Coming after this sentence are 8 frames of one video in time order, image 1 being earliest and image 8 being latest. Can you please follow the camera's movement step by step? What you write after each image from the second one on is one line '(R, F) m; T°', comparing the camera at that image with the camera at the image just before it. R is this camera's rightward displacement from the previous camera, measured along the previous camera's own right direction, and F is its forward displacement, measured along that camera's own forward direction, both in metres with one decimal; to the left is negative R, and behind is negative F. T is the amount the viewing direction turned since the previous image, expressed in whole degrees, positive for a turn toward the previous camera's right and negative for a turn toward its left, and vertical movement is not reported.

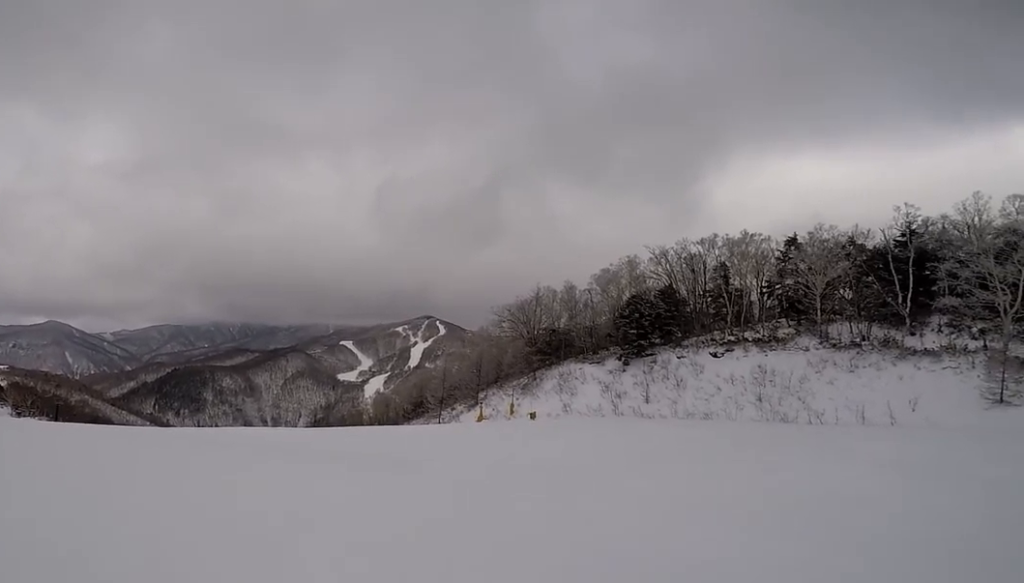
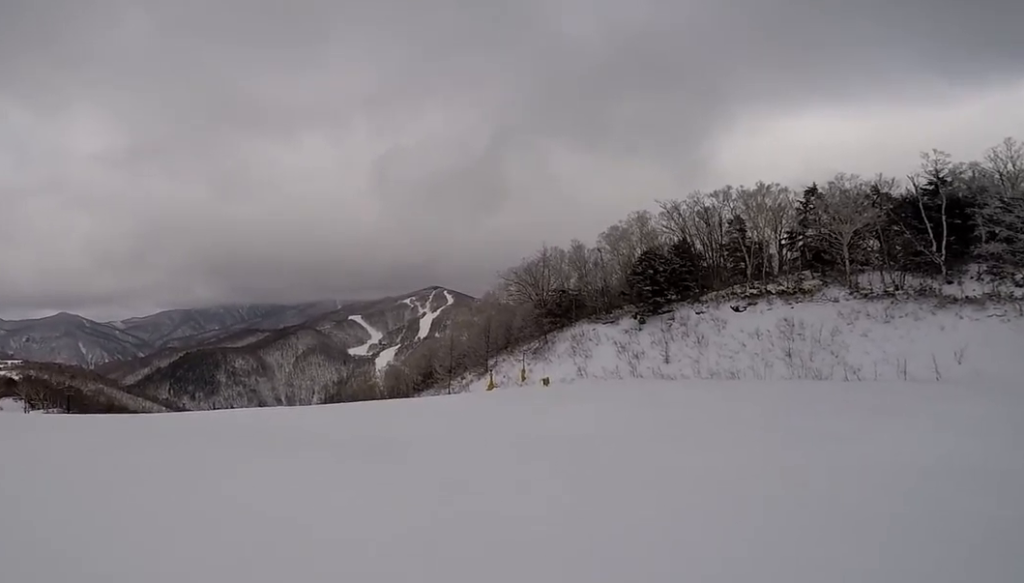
(+0.3, +2.8) m; +6°
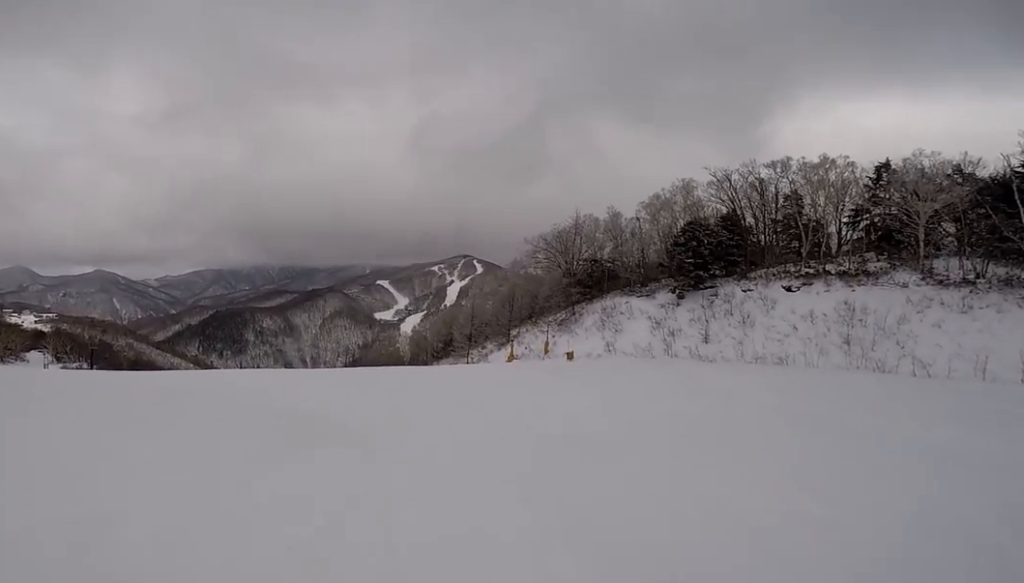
(+0.2, +3.7) m; -9°
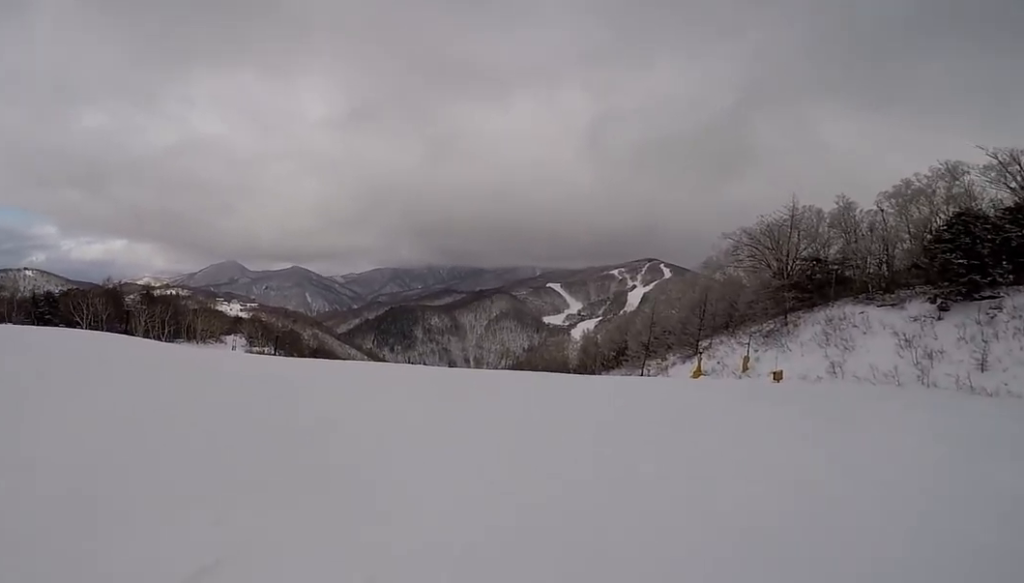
(-0.8, +3.6) m; -34°
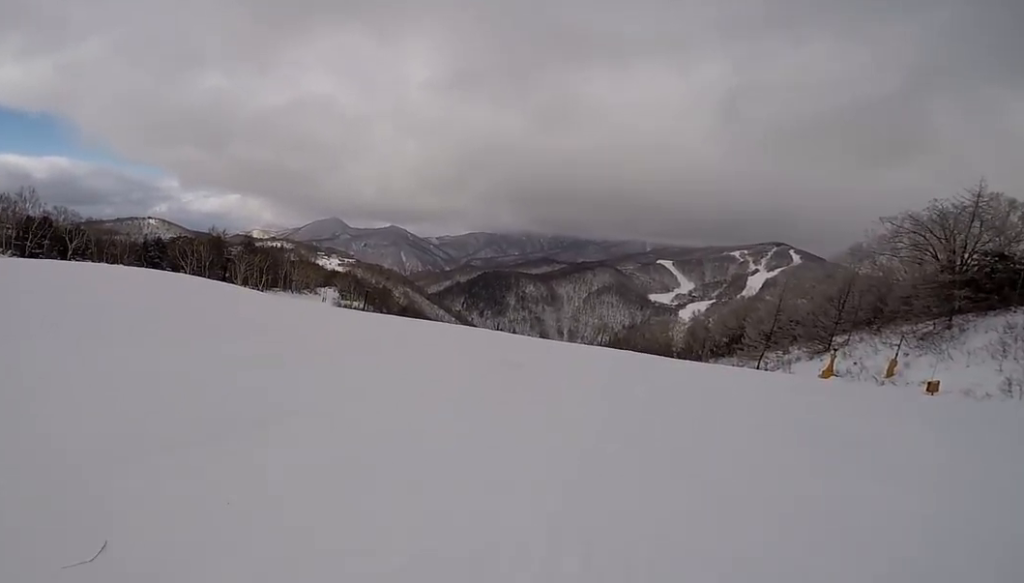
(-0.7, +2.5) m; -20°
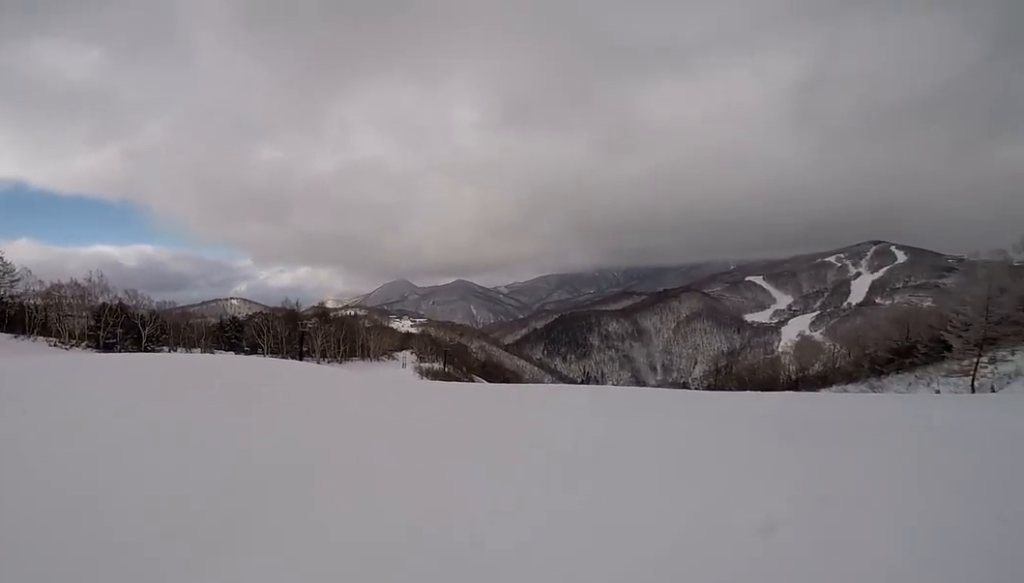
(-2.0, +10.2) m; -8°
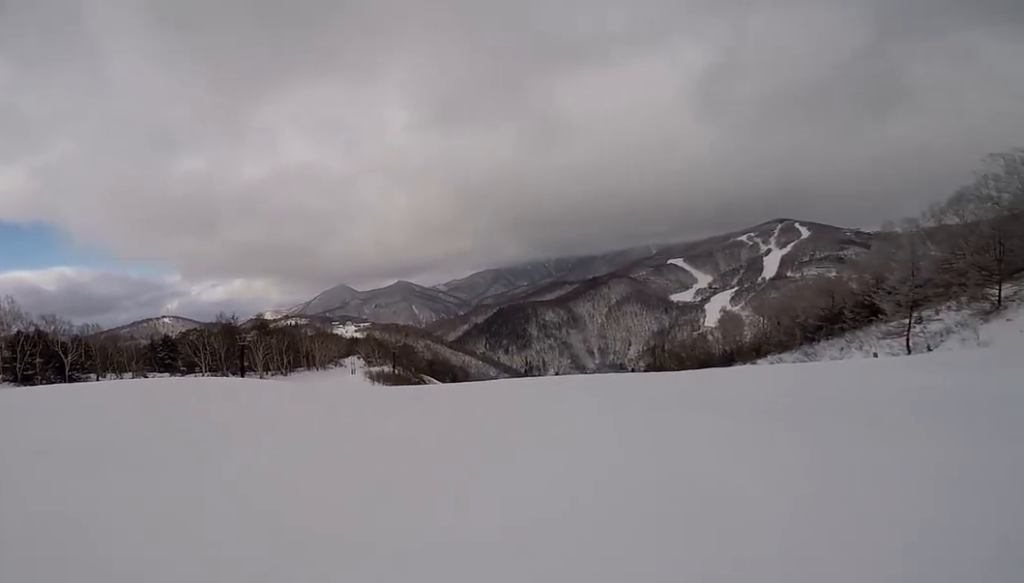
(-0.1, +2.6) m; +27°
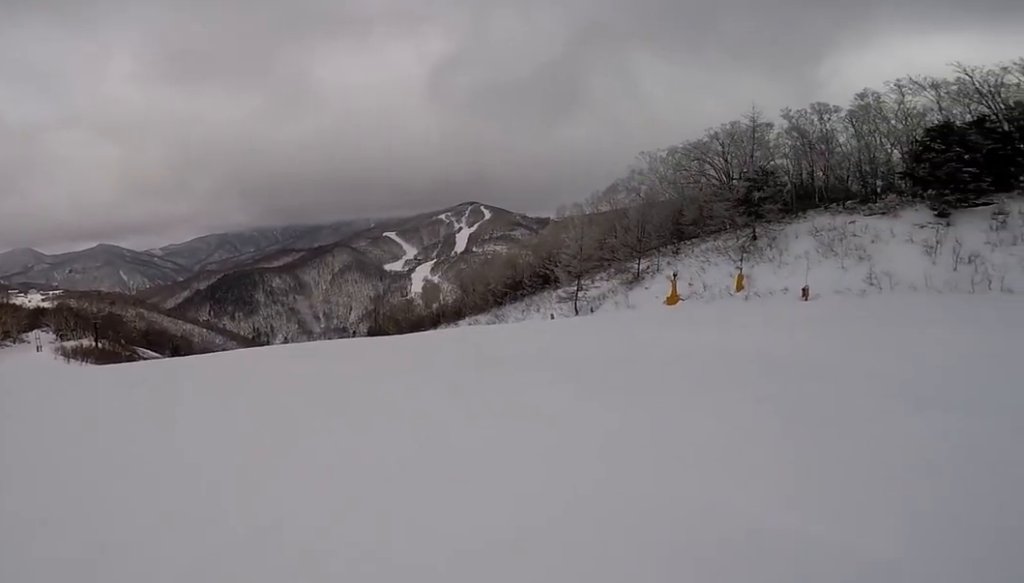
(+1.3, +2.4) m; +23°
